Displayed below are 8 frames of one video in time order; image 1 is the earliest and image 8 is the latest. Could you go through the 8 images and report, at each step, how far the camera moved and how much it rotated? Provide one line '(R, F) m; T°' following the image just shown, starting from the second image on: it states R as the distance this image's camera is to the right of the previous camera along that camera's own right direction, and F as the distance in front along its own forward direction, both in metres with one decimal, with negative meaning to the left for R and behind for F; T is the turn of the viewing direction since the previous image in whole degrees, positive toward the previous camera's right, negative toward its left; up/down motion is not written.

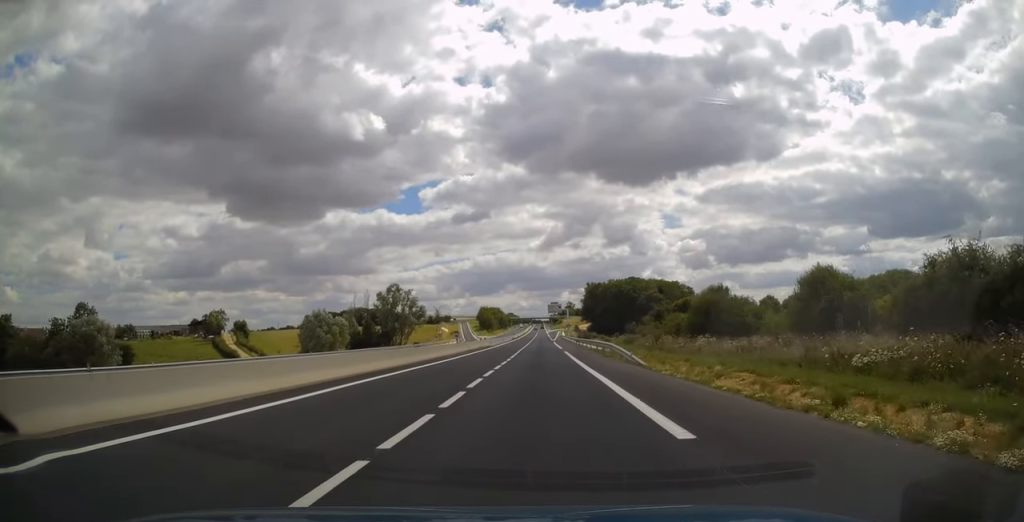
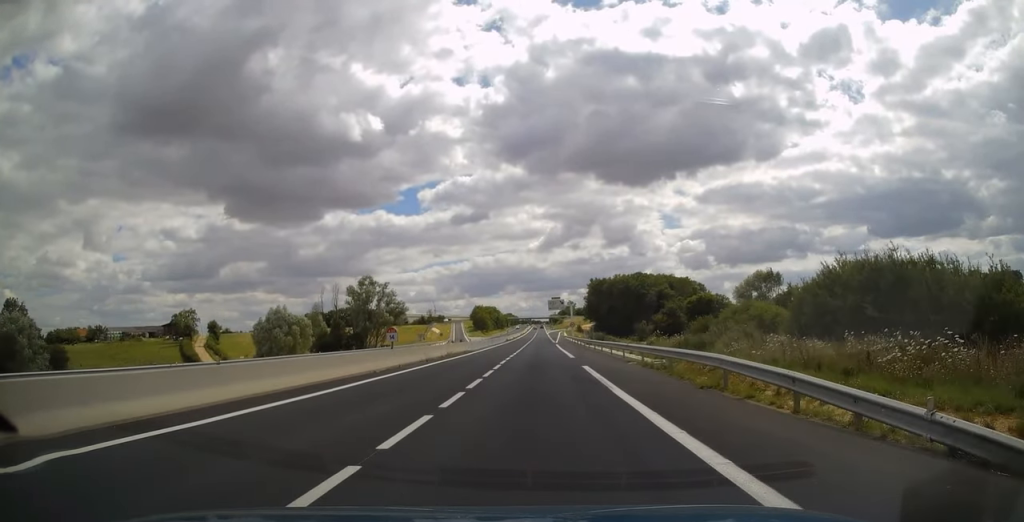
(+0.2, +21.6) m; 0°
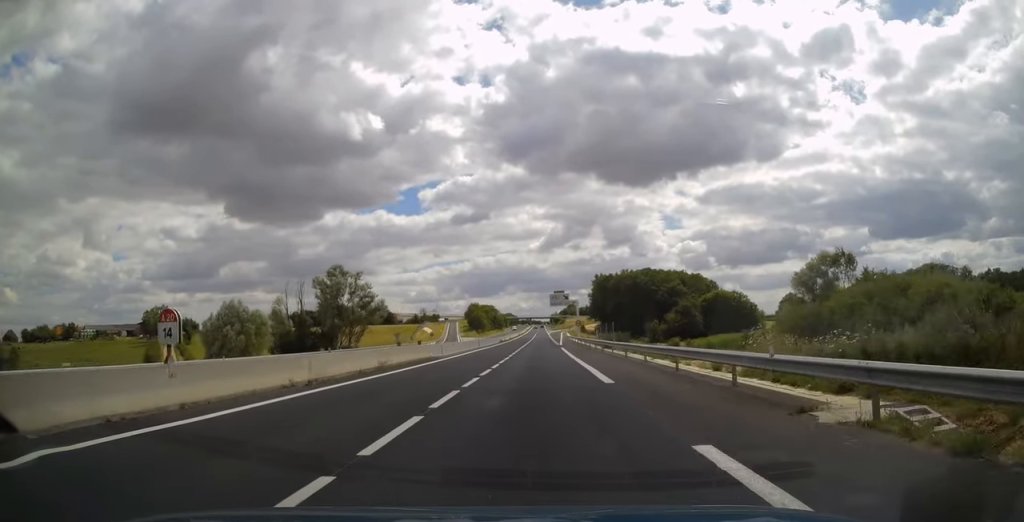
(0.0, +18.2) m; 0°
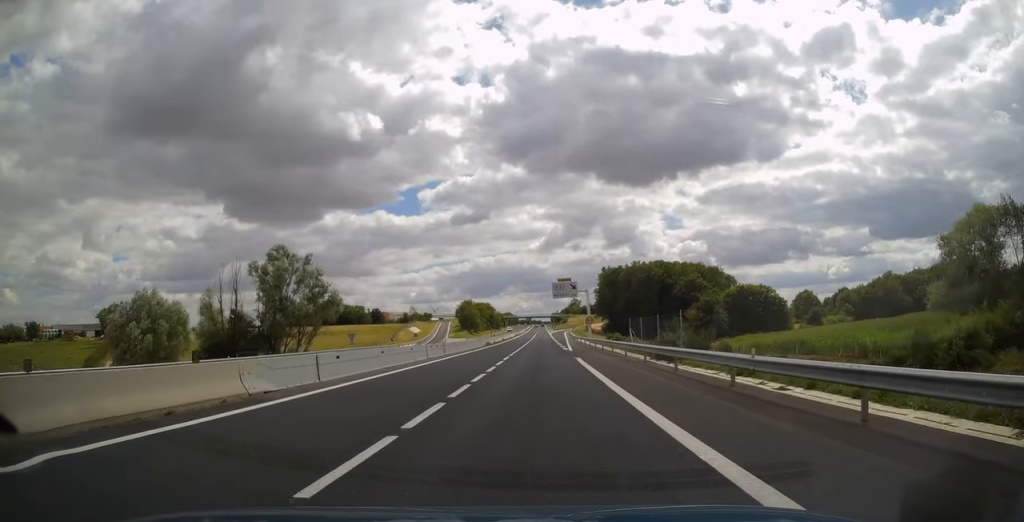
(-0.2, +23.5) m; 0°
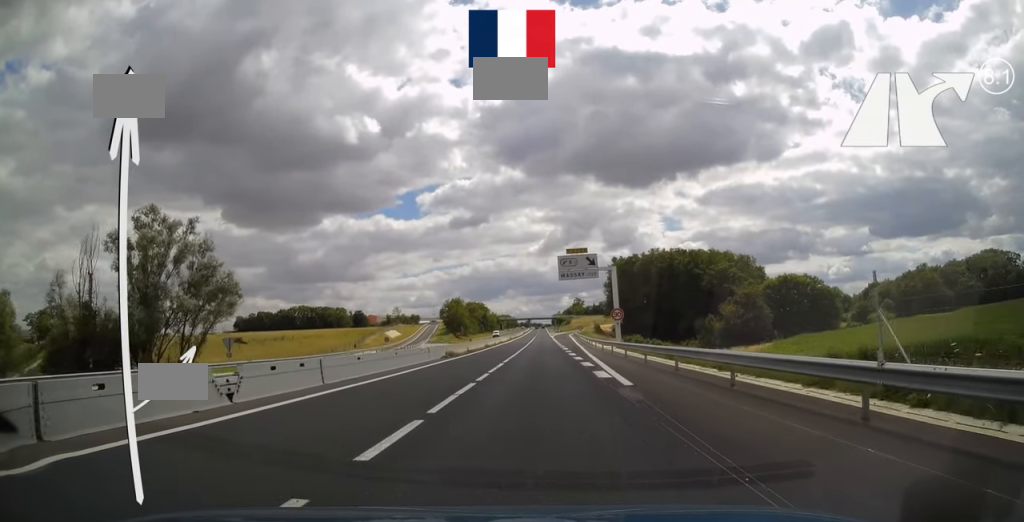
(+0.3, +29.7) m; 0°
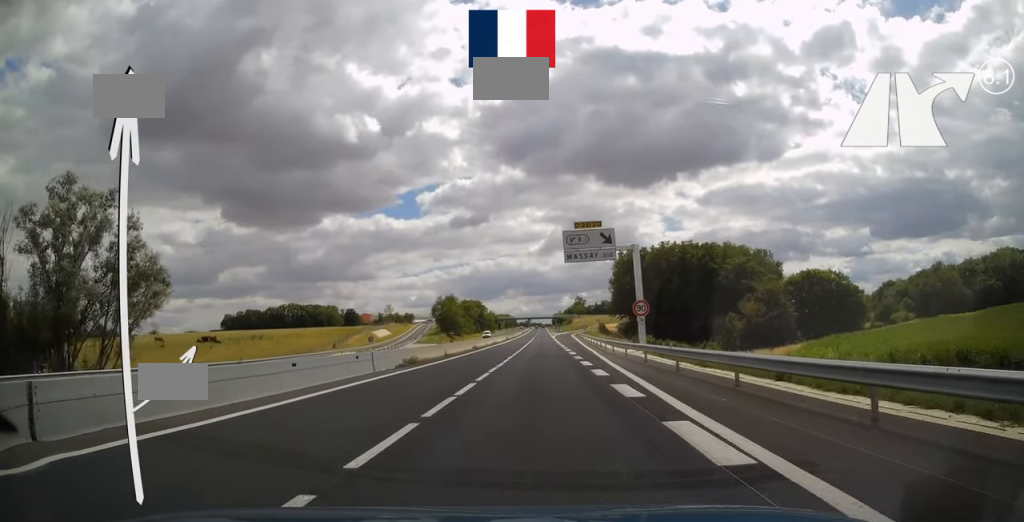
(0.0, +12.1) m; 0°
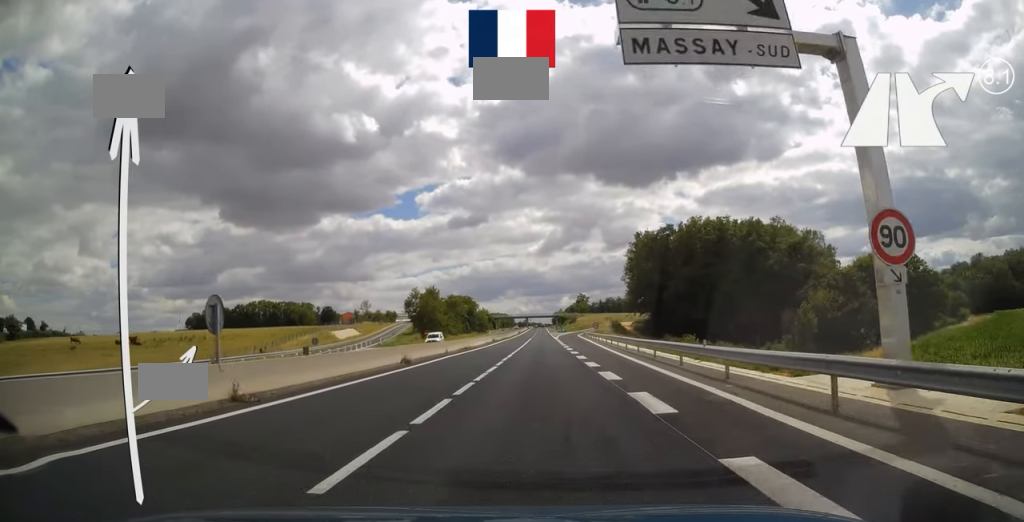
(0.0, +28.7) m; 0°
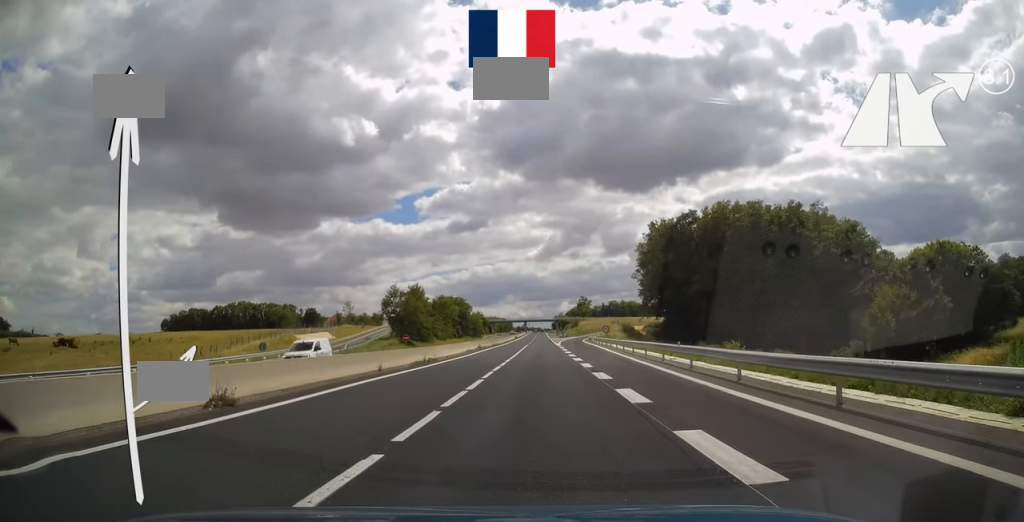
(0.0, +17.0) m; 0°
